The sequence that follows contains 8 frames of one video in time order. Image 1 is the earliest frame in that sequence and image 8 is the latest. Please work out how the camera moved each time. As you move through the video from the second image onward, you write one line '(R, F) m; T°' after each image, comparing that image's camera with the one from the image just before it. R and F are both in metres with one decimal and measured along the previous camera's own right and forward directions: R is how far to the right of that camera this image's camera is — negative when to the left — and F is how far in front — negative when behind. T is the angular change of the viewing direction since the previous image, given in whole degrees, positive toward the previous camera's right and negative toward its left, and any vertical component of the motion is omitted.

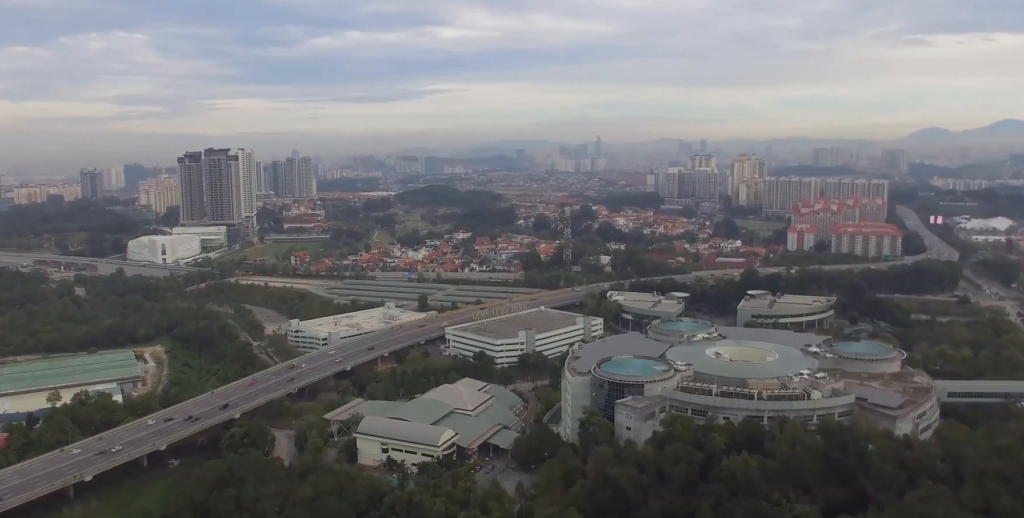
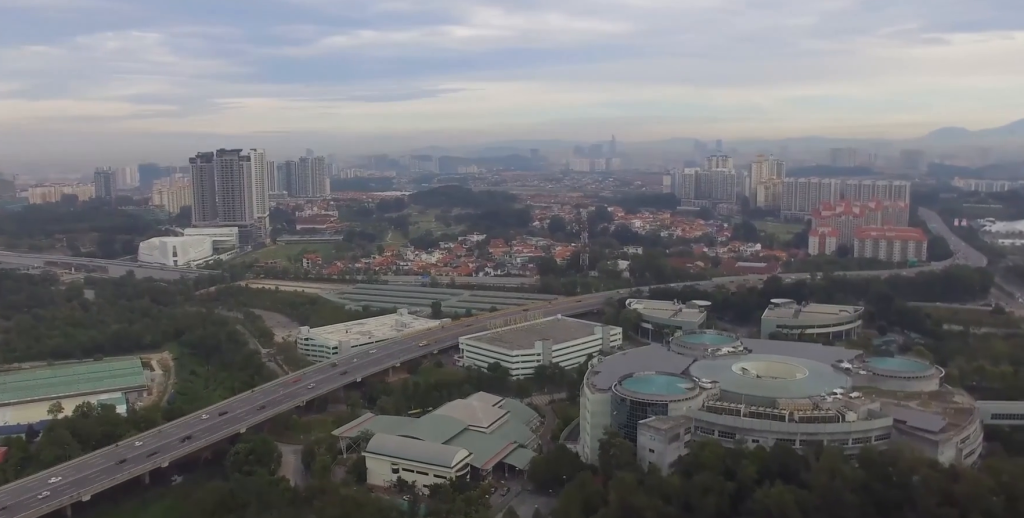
(-0.2, +14.1) m; -1°
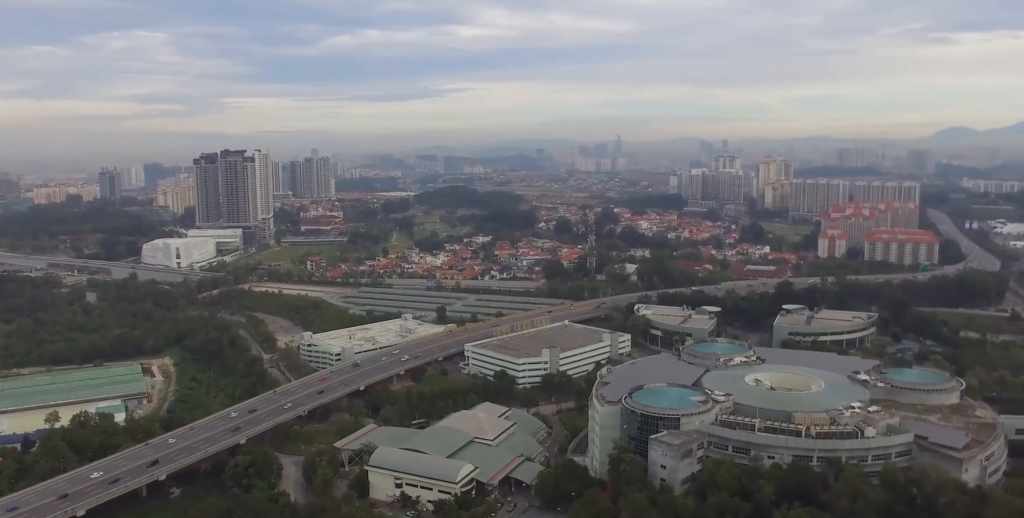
(0.0, +8.4) m; 0°
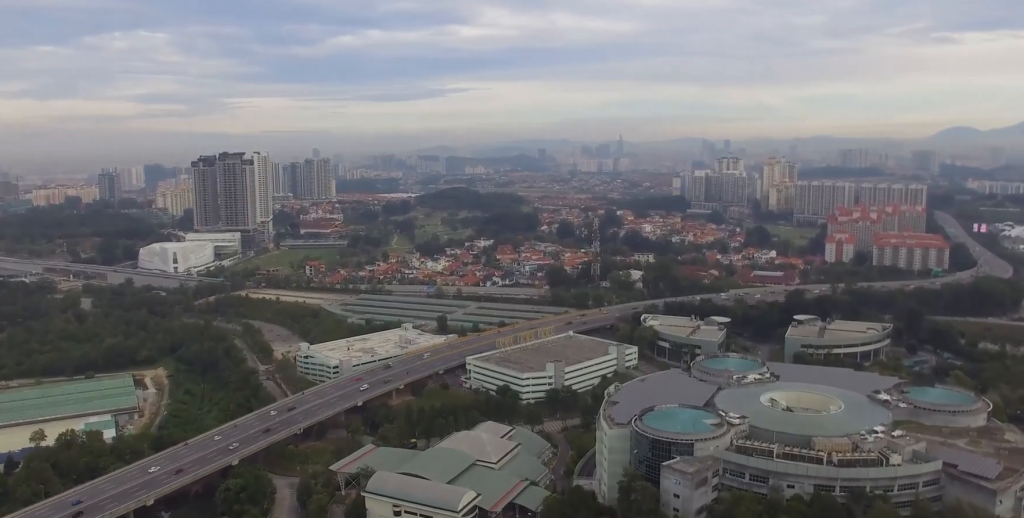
(0.0, +14.3) m; 0°
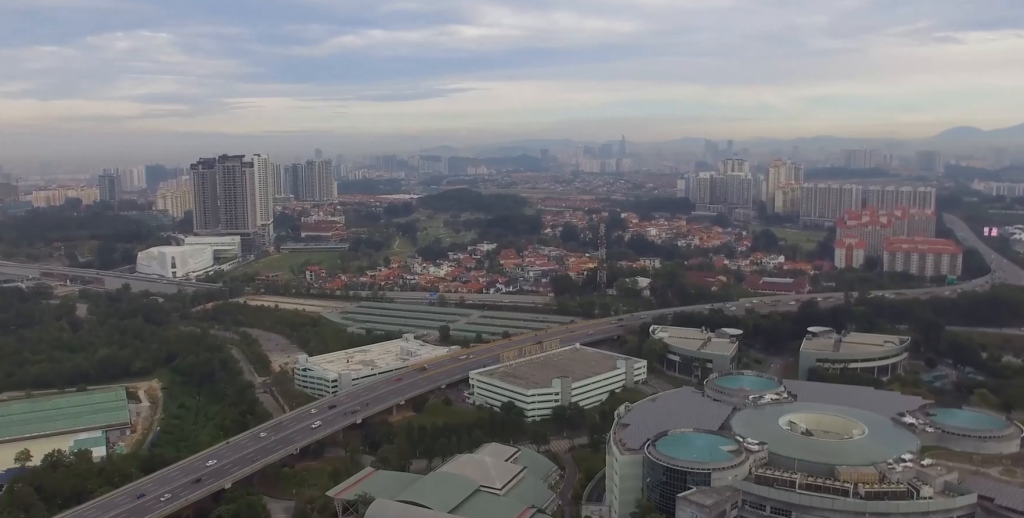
(-0.1, +14.6) m; 0°
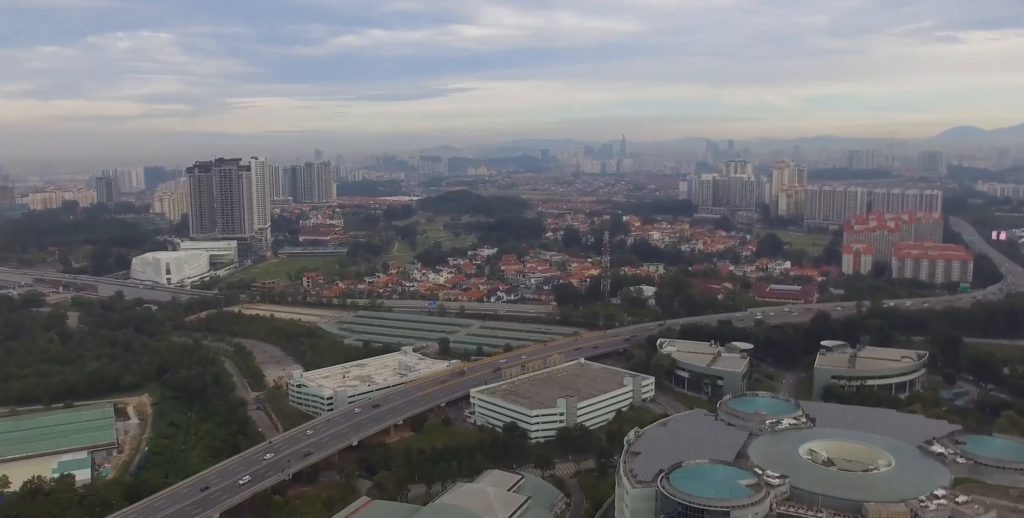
(0.0, +17.0) m; 0°
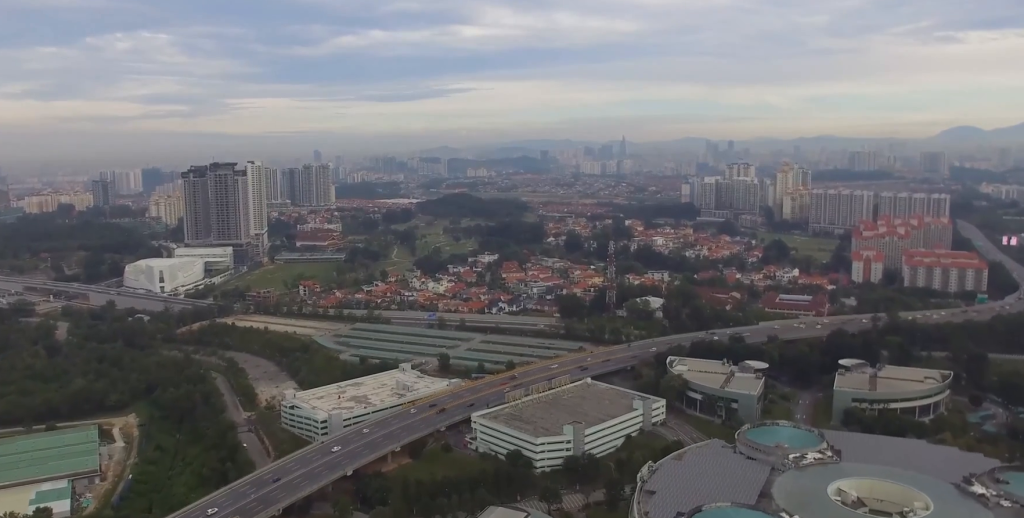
(-0.1, +20.0) m; 0°
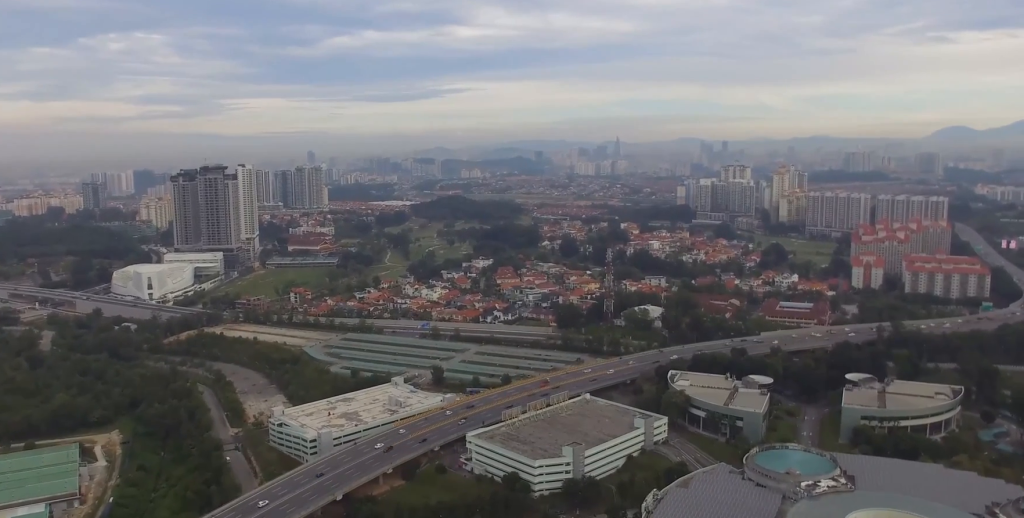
(+0.2, +14.6) m; +1°
